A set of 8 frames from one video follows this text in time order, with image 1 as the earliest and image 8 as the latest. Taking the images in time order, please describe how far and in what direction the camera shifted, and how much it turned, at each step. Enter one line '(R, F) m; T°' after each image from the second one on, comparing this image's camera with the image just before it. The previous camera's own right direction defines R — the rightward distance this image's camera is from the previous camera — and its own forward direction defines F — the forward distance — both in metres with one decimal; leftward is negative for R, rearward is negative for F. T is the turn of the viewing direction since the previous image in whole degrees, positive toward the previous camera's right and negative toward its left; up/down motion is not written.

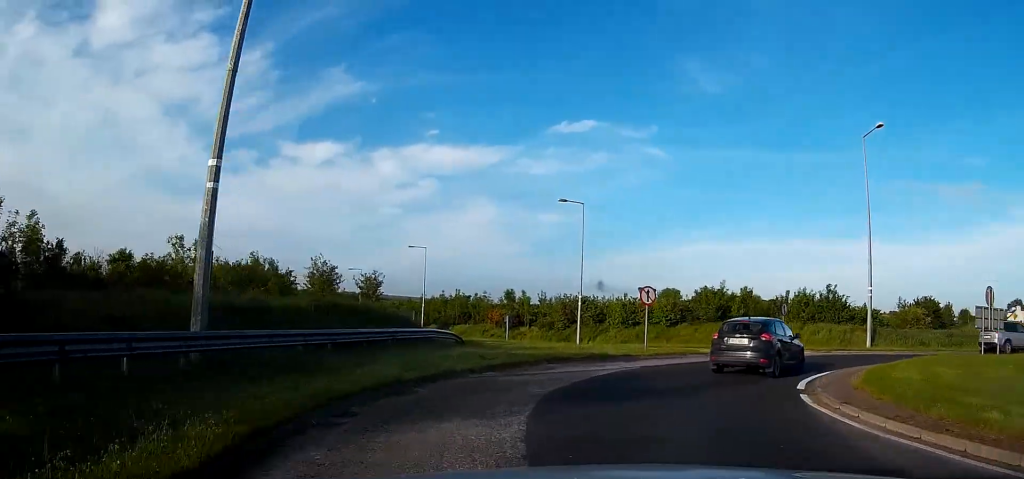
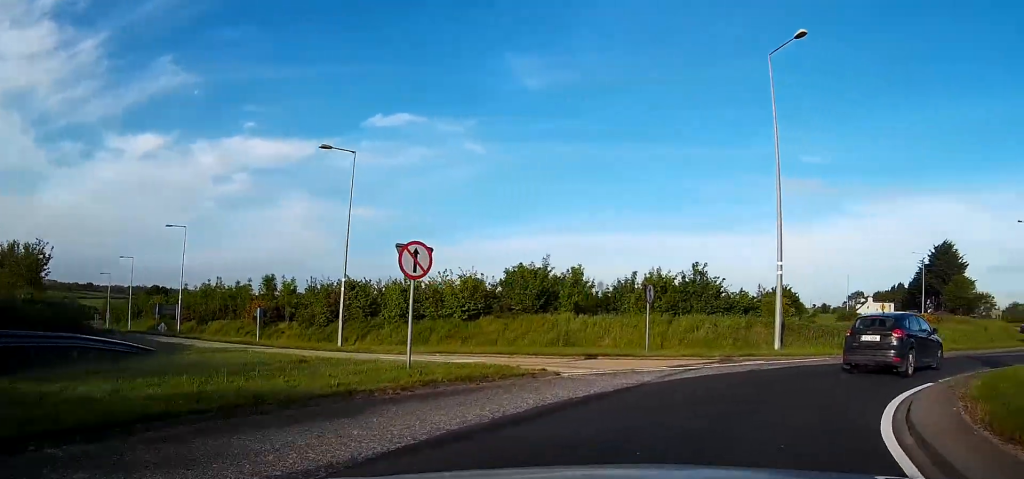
(+1.0, +11.1) m; +19°
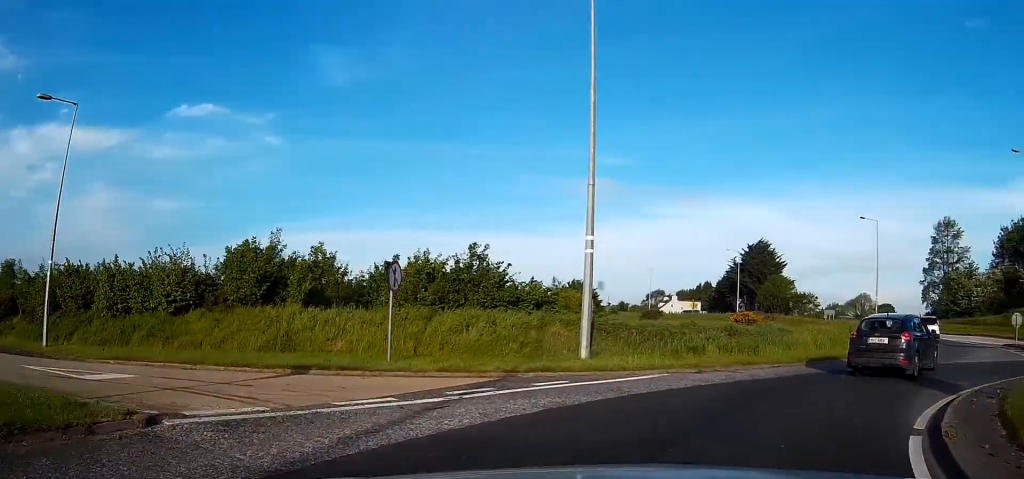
(+1.1, +5.3) m; +16°
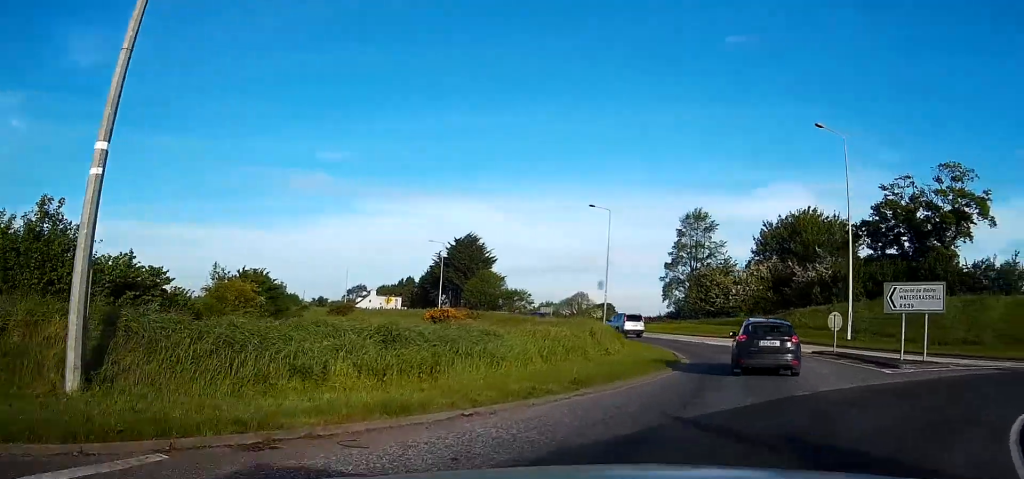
(+1.1, +6.3) m; +17°
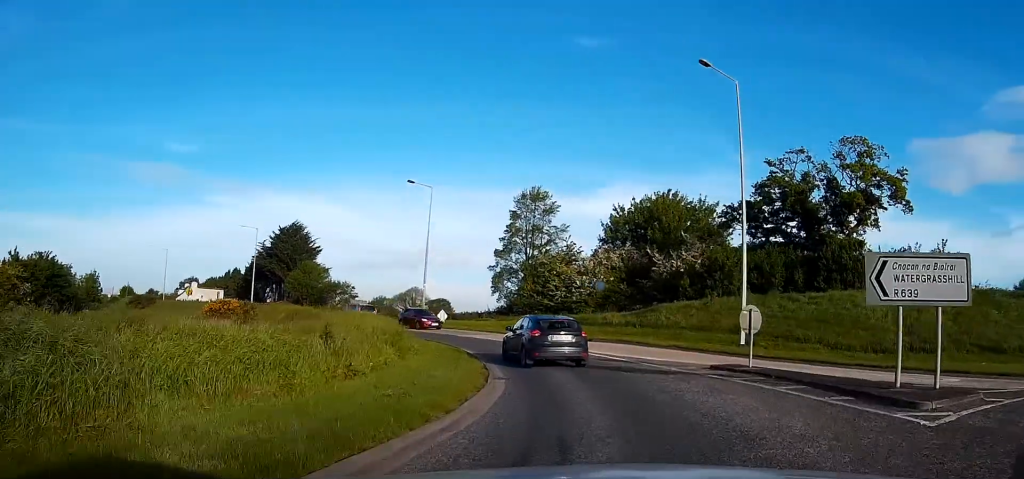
(+0.8, +6.9) m; +11°
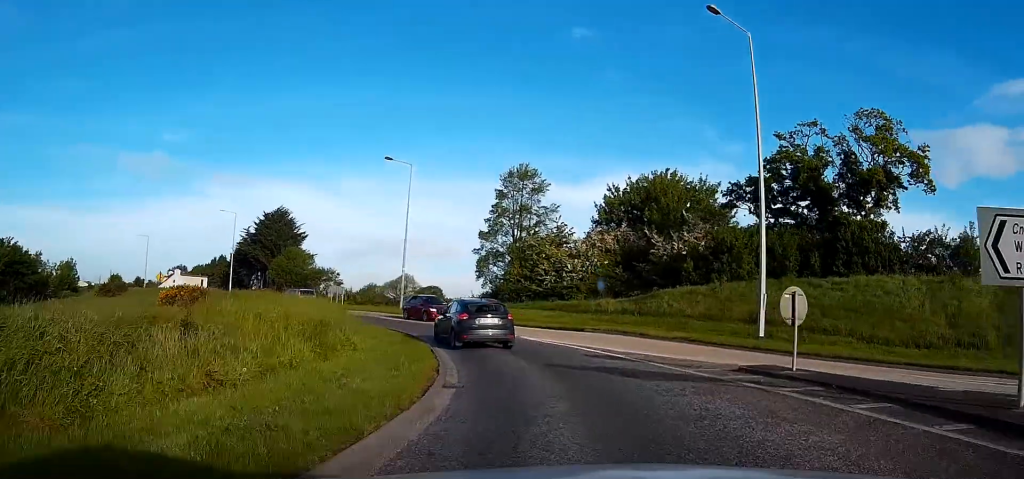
(+0.2, +3.7) m; +1°
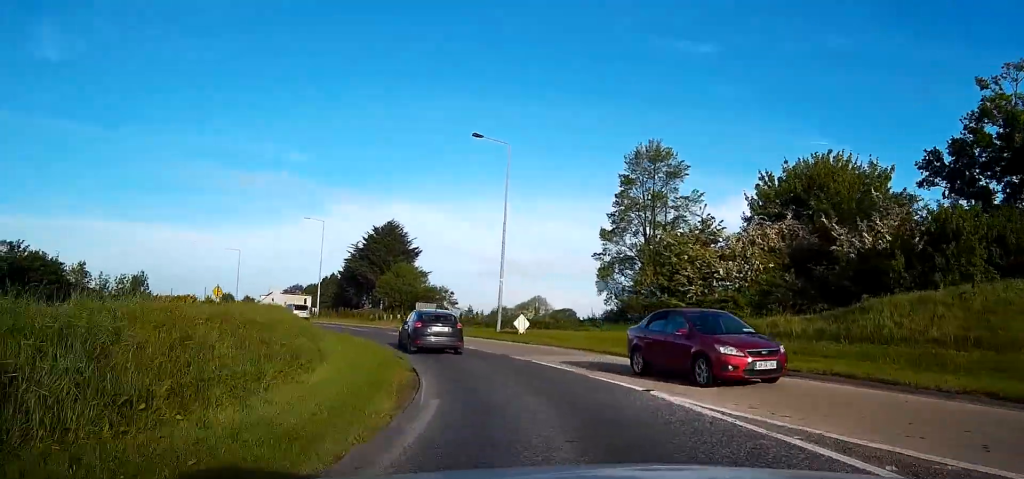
(0.0, +12.5) m; -5°
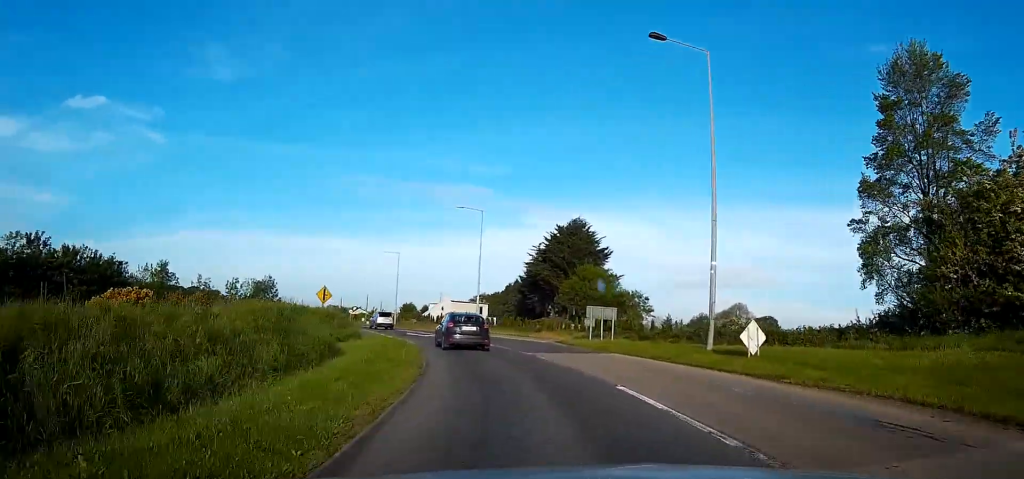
(-1.8, +18.1) m; -14°
